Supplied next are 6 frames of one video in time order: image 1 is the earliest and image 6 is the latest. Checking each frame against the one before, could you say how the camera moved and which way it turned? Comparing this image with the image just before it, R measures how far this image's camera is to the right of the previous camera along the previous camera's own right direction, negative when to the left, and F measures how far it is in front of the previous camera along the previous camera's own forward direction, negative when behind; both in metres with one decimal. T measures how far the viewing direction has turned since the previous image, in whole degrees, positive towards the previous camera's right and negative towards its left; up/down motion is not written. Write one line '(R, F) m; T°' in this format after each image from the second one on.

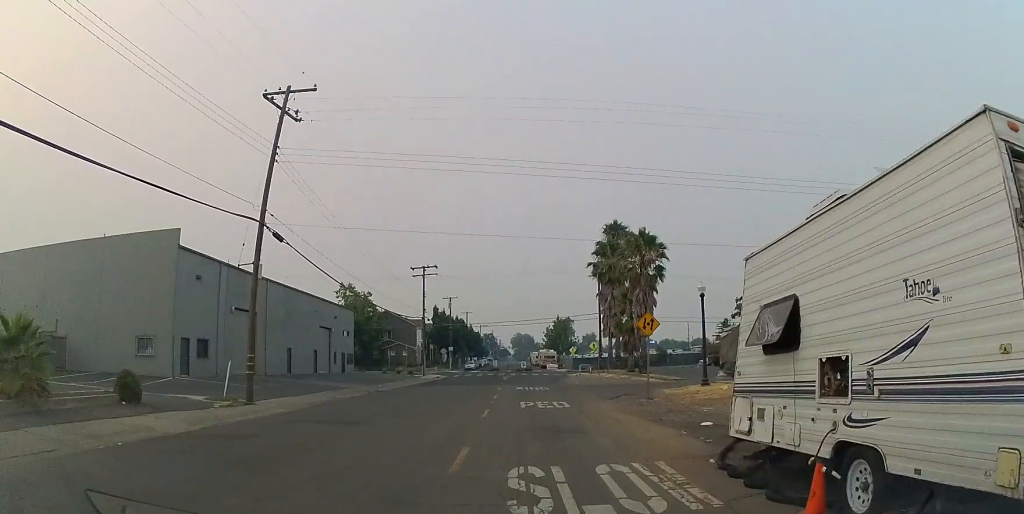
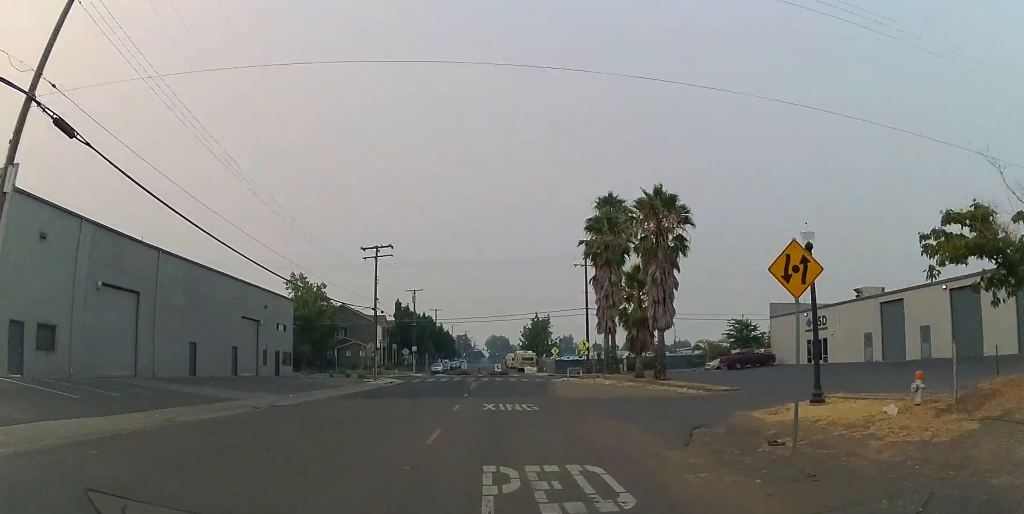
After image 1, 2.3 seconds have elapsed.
(0.0, +11.5) m; 0°
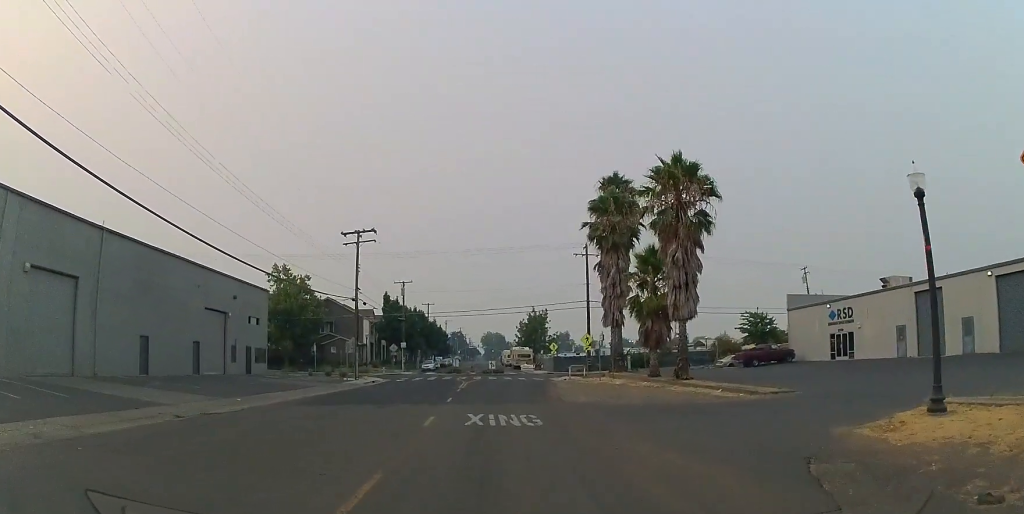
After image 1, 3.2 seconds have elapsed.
(0.0, +5.0) m; +2°
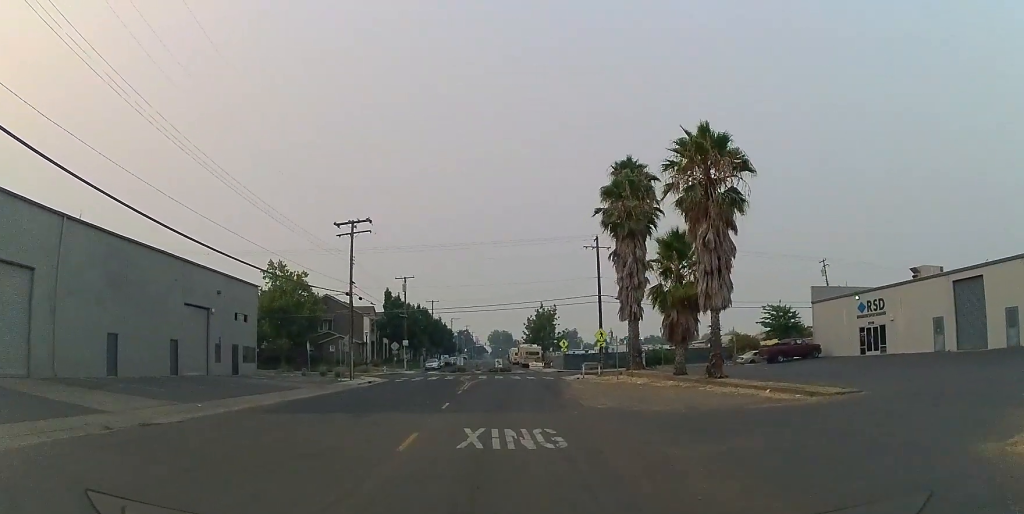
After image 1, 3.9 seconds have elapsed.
(-0.1, +3.6) m; +3°
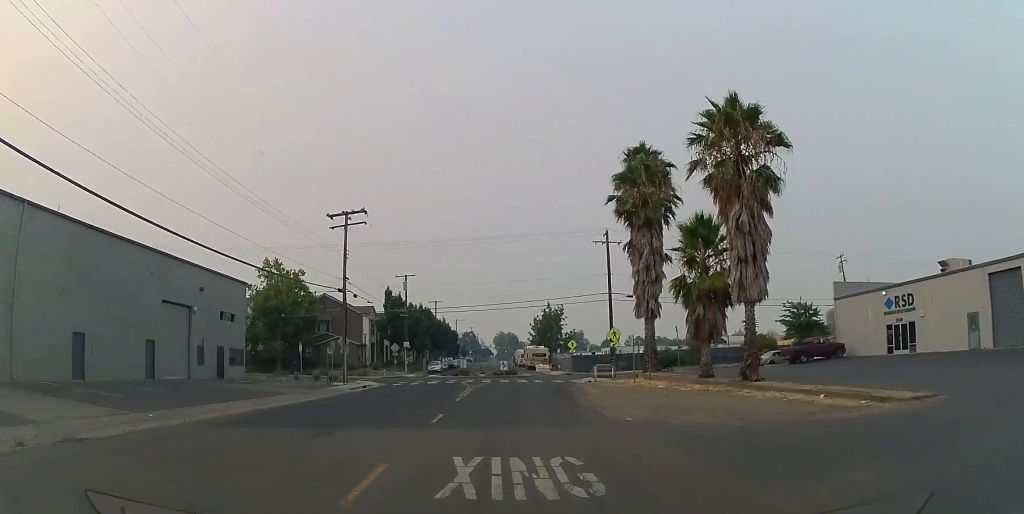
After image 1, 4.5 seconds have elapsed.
(+0.2, +3.1) m; 0°
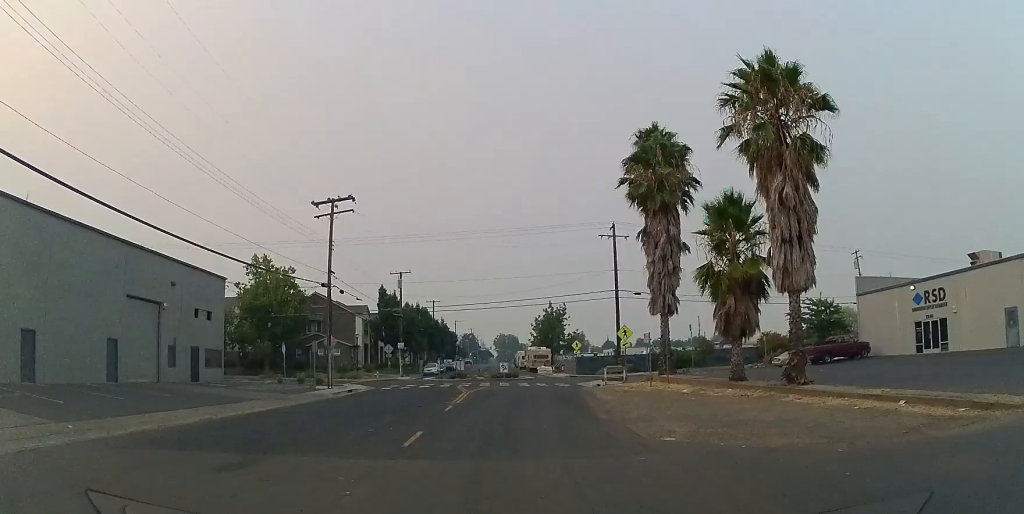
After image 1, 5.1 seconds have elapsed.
(+0.1, +3.5) m; -1°
